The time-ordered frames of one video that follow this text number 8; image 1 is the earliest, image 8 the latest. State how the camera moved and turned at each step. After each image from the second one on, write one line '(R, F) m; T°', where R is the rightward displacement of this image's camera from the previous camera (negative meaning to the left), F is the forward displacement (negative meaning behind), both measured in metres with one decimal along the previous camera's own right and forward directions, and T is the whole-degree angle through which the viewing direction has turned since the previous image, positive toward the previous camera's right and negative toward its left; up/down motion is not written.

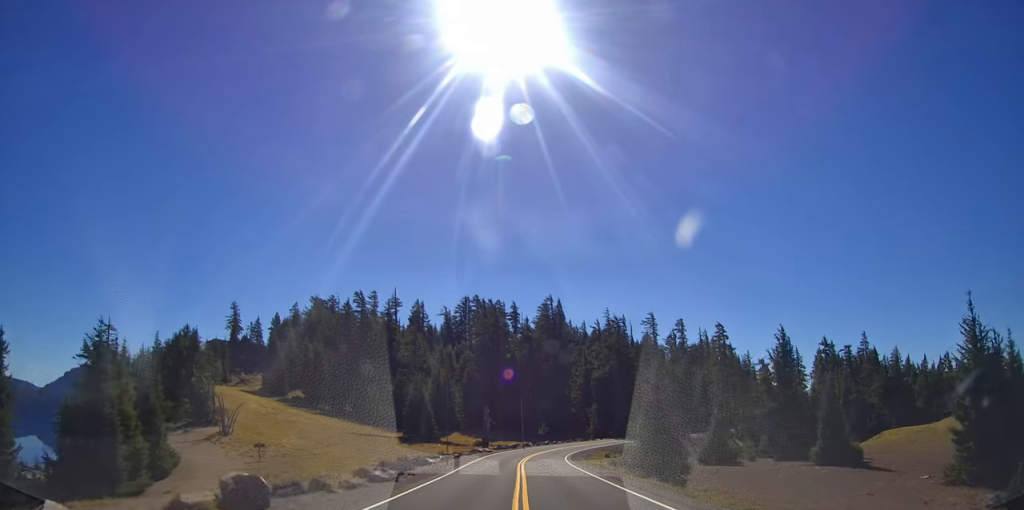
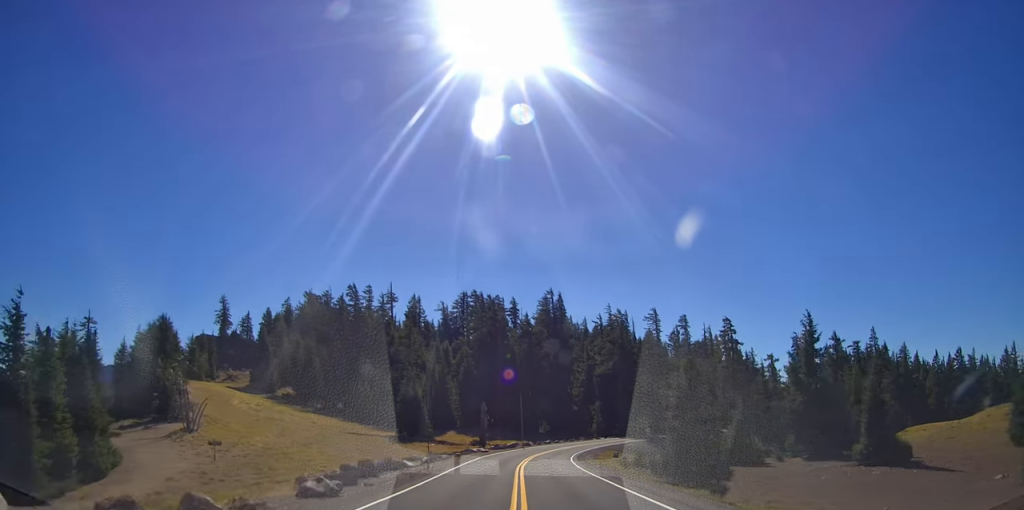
(0.0, +6.7) m; 0°
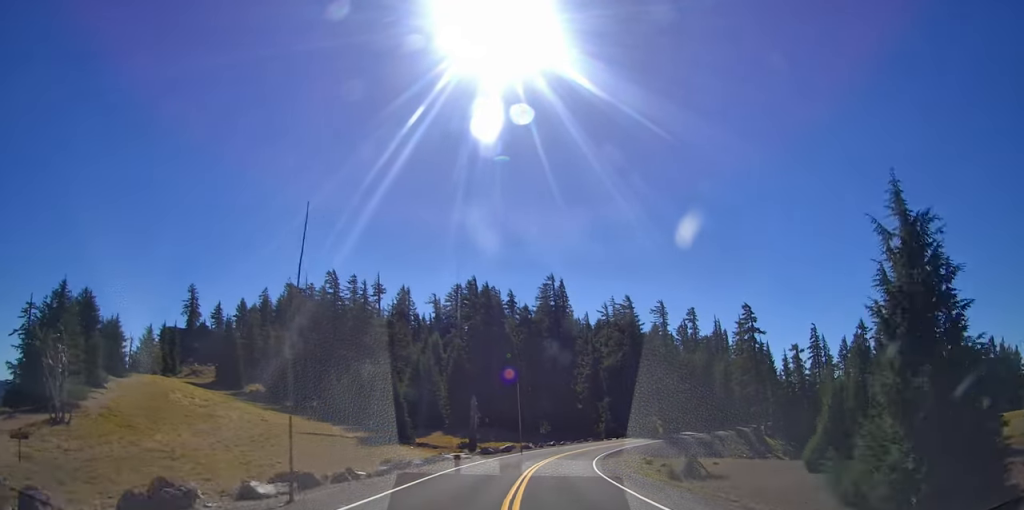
(0.0, +16.6) m; 0°
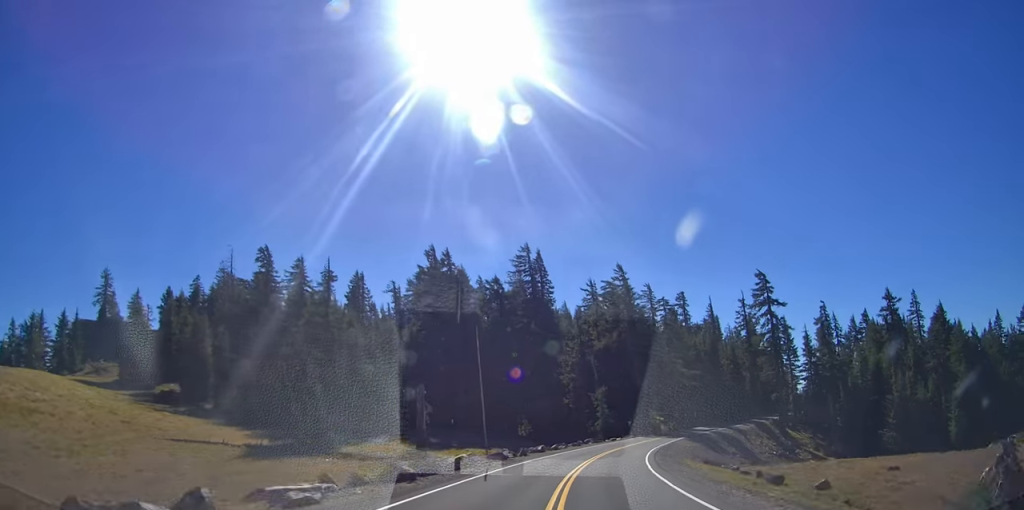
(0.0, +26.0) m; 0°
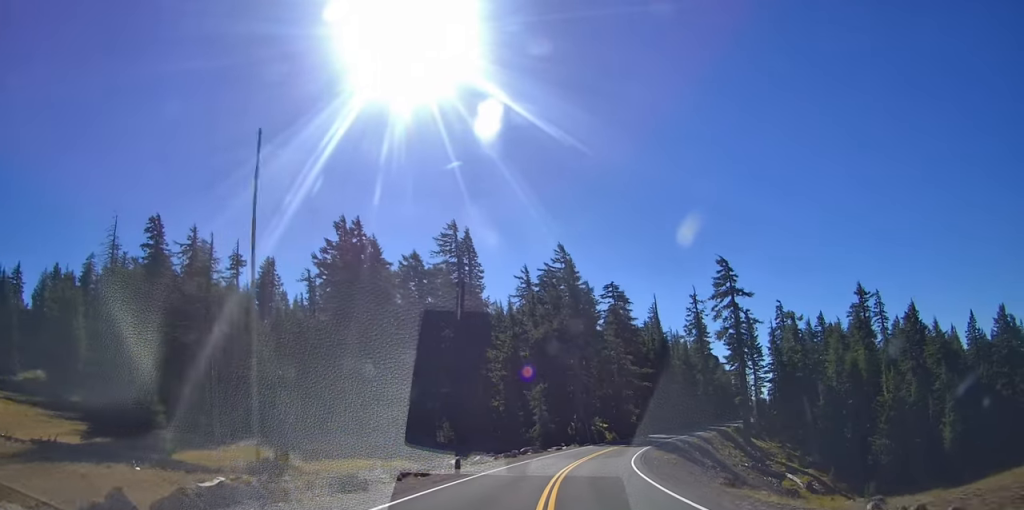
(0.0, +17.7) m; 0°
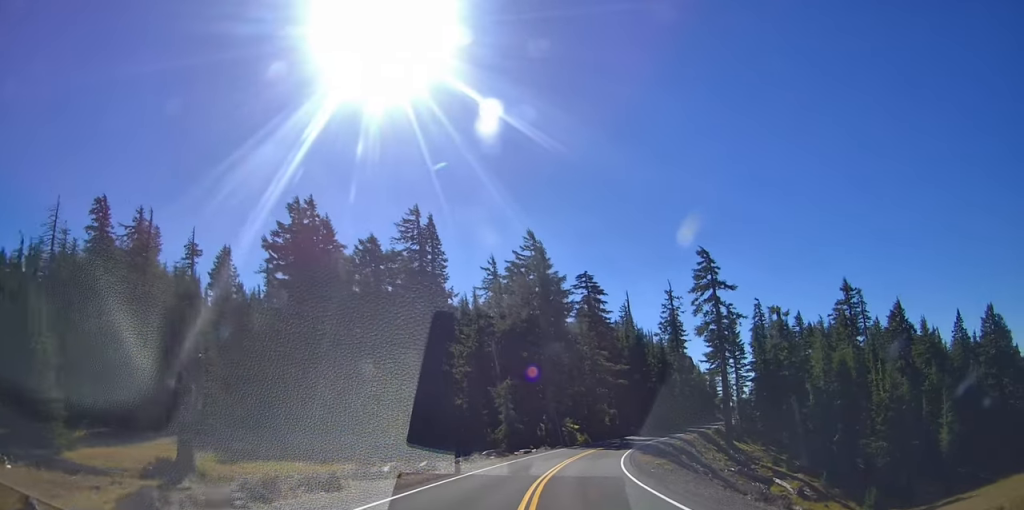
(0.0, +7.5) m; 0°
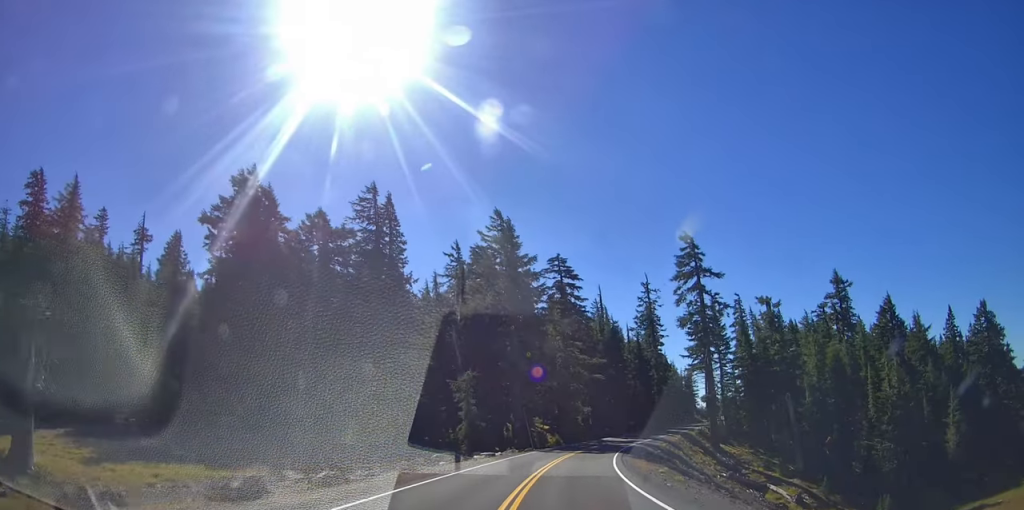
(0.0, +9.2) m; +4°
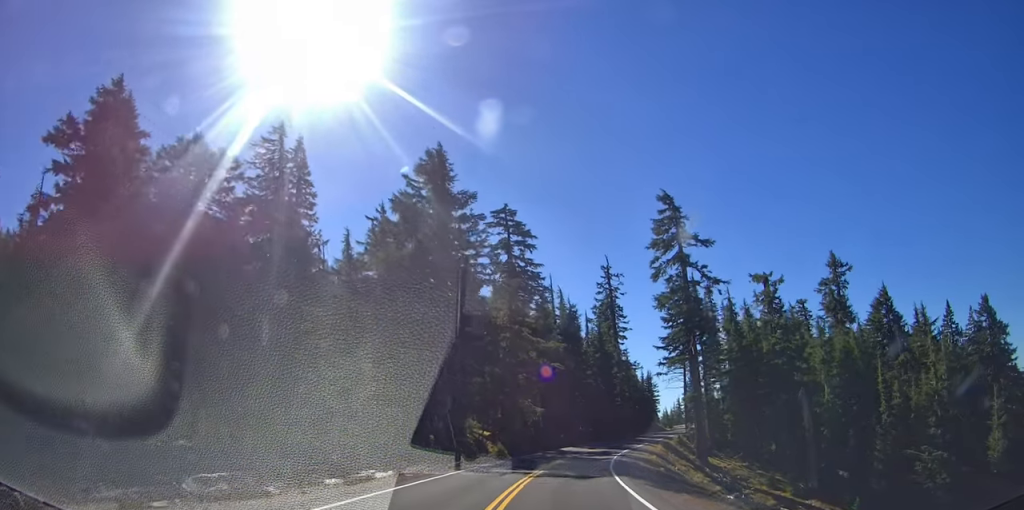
(+2.2, +19.1) m; +14°
